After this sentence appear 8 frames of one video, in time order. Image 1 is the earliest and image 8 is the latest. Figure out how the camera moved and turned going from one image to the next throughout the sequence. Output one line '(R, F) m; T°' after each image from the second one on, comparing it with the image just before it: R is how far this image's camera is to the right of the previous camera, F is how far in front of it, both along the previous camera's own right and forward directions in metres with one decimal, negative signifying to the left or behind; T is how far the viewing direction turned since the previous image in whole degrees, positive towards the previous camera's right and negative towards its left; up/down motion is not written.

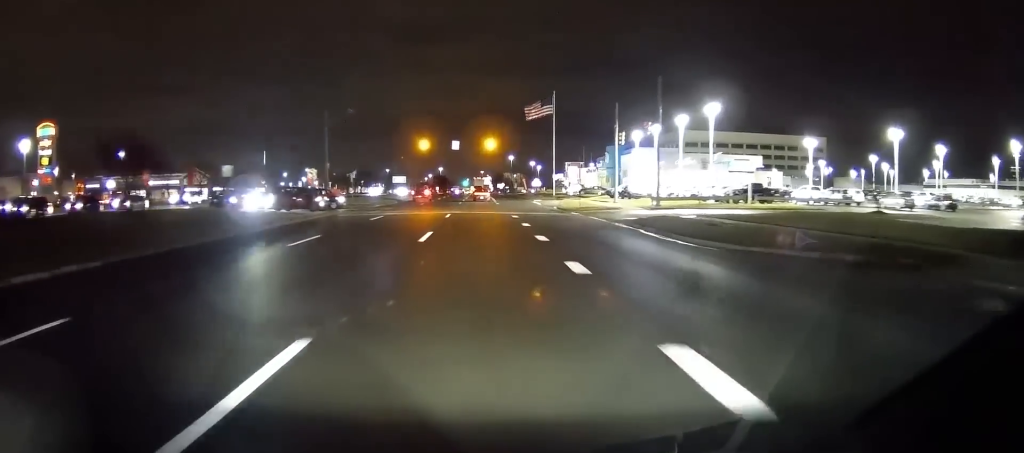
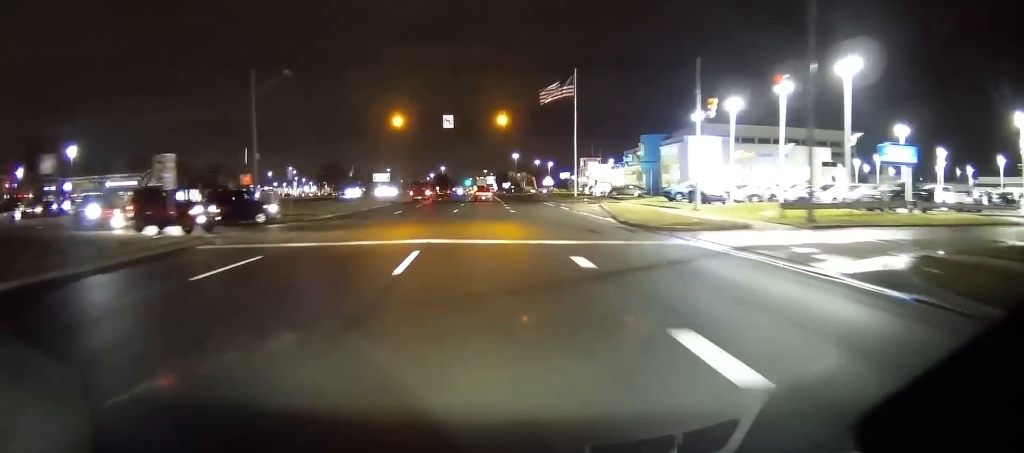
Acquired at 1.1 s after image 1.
(-0.2, +21.7) m; 0°
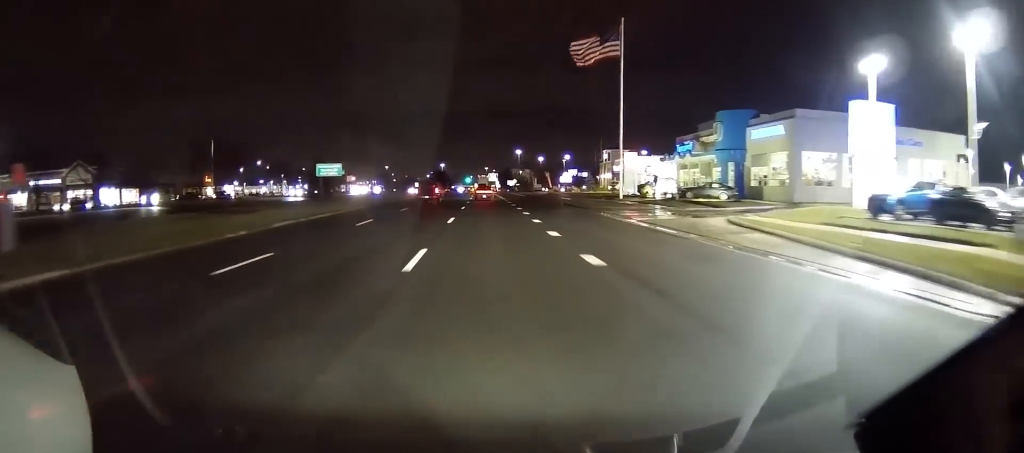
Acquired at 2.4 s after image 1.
(+0.4, +29.0) m; +1°
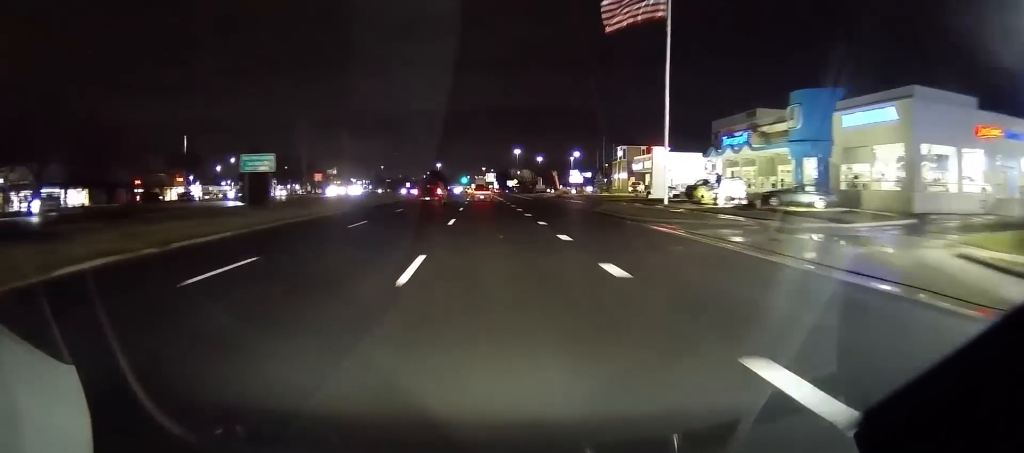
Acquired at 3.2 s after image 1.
(0.0, +16.9) m; 0°
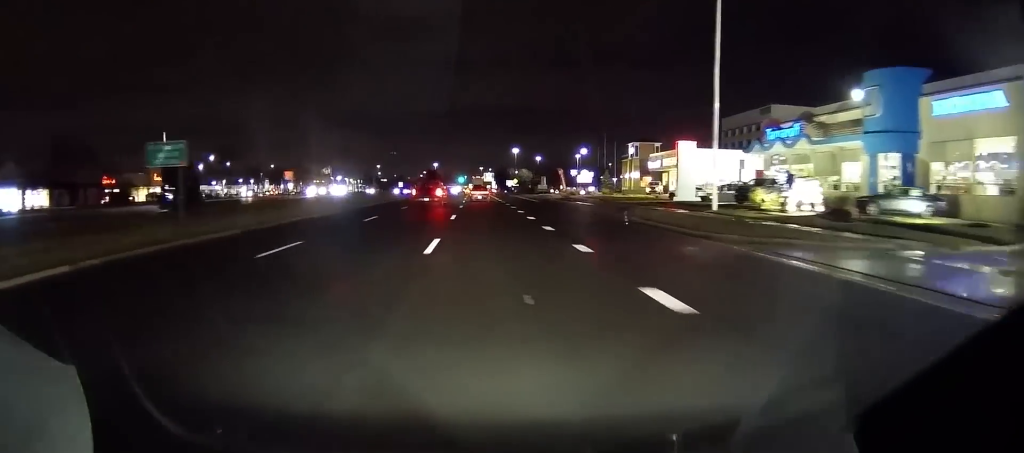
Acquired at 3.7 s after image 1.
(0.0, +11.1) m; 0°
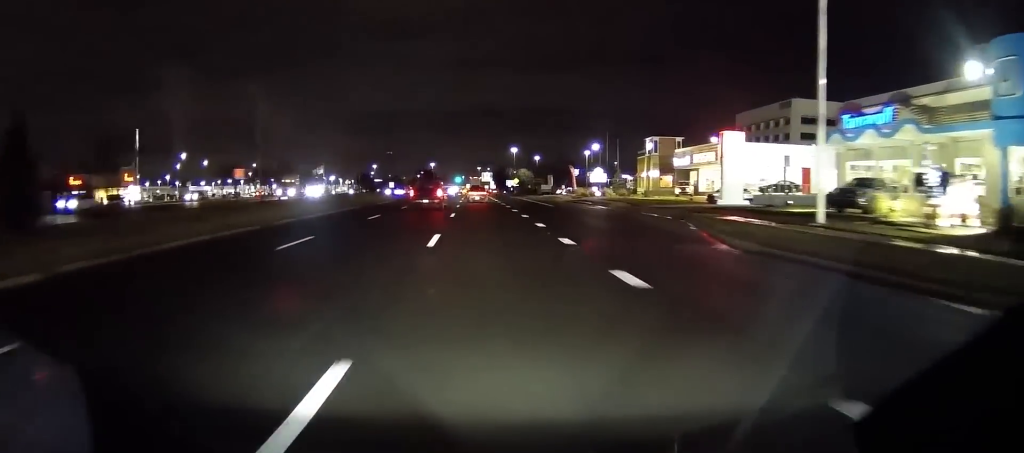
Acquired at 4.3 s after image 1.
(0.0, +13.3) m; 0°
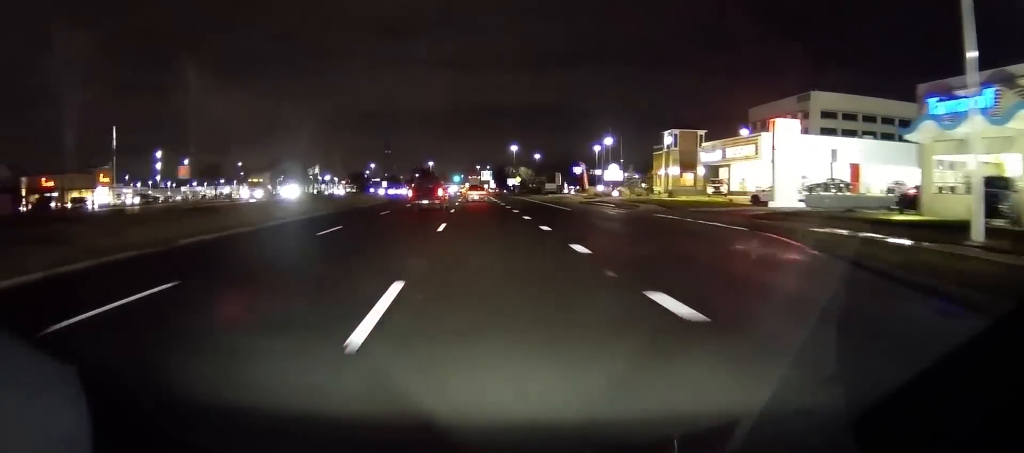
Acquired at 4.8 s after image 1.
(0.0, +10.4) m; 0°
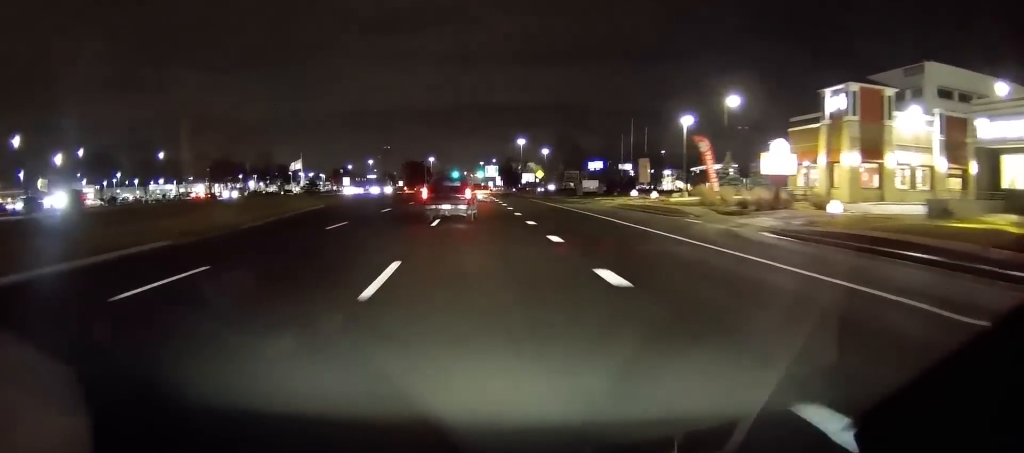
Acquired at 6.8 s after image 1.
(-0.1, +43.4) m; 0°
